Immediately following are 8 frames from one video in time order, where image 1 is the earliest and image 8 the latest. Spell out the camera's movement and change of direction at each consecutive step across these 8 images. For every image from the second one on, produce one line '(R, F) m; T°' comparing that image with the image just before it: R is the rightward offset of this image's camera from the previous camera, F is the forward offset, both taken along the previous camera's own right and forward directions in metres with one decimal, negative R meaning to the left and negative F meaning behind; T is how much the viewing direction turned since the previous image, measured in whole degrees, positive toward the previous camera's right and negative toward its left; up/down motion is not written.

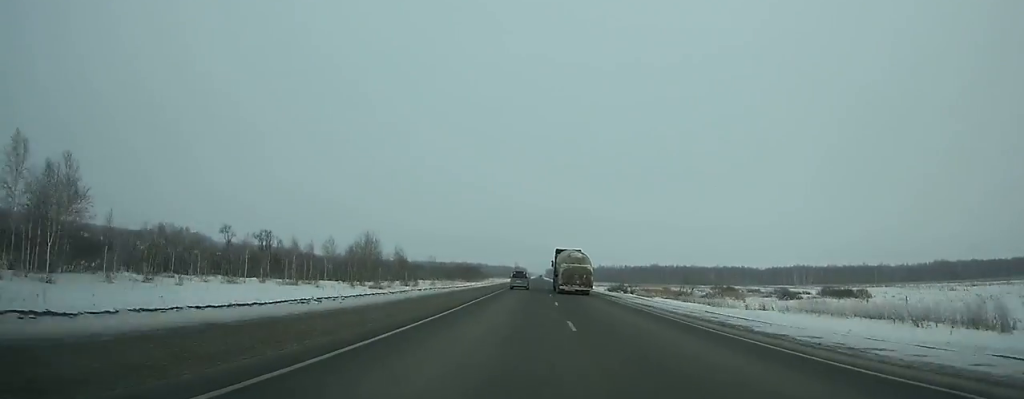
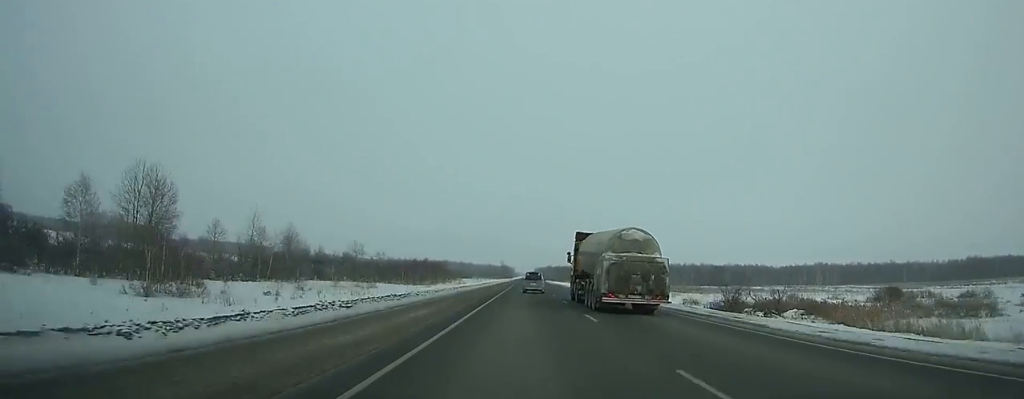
(+0.3, +80.9) m; 0°
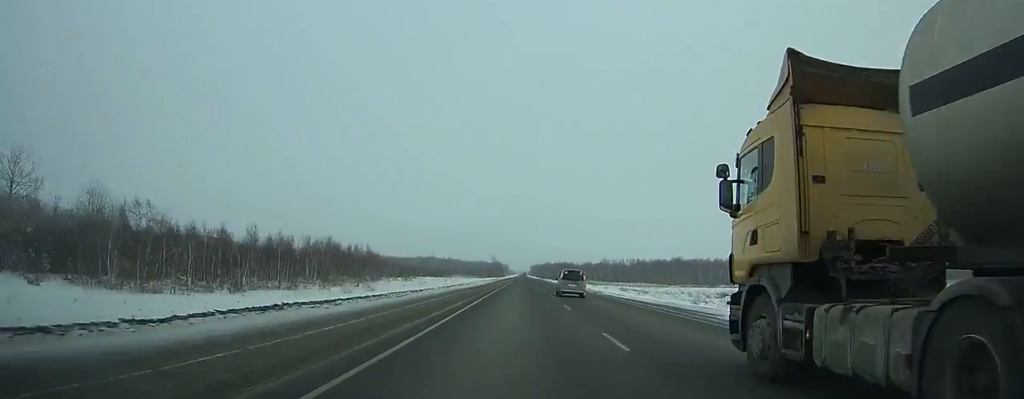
(+0.3, +93.5) m; 0°
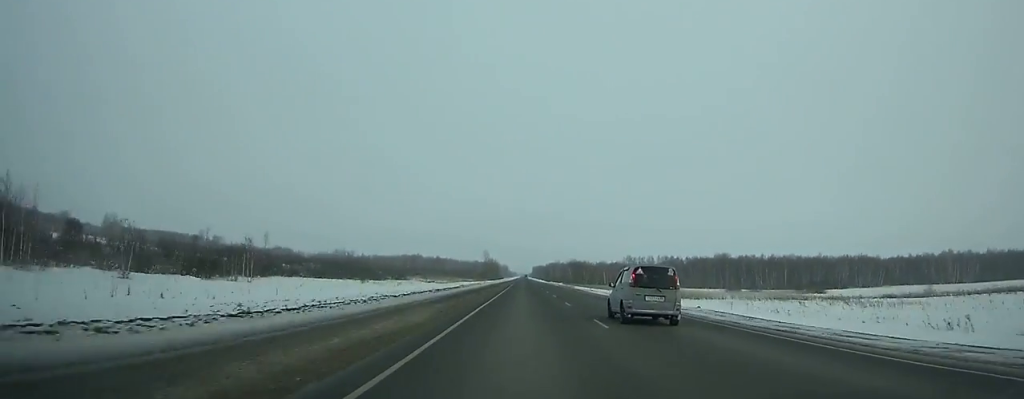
(-0.1, +116.0) m; 0°
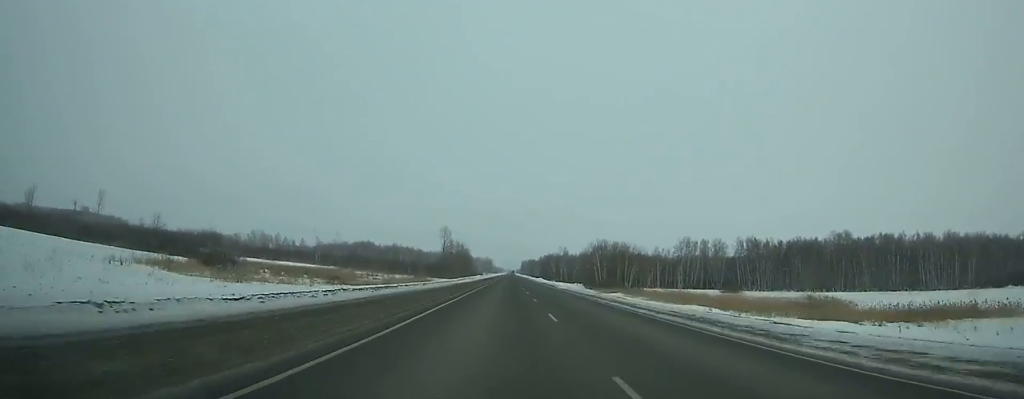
(+2.2, +163.7) m; +1°
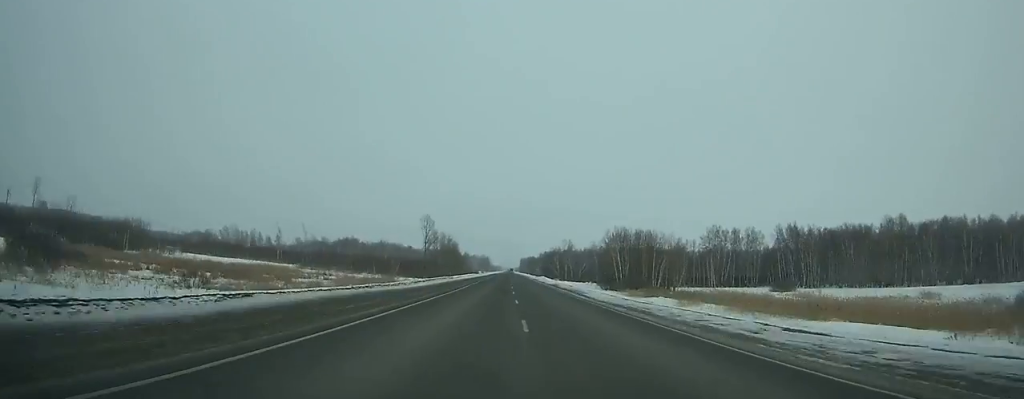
(+0.3, +38.4) m; 0°
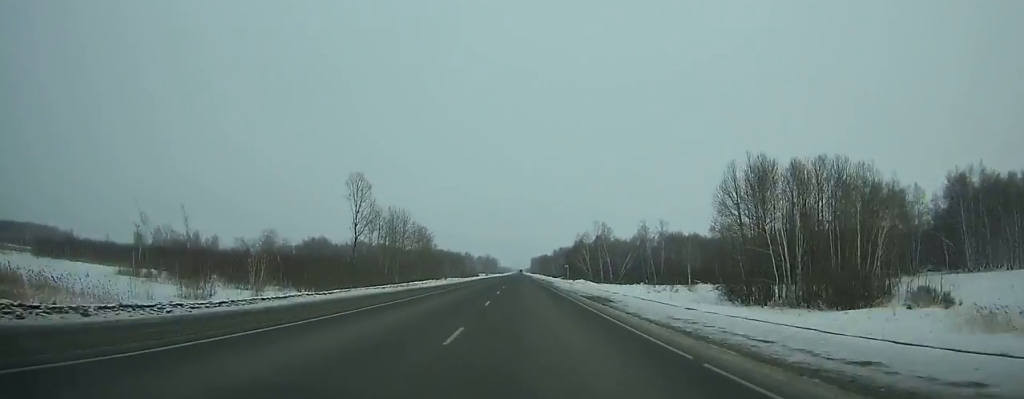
(-0.4, +84.1) m; 0°
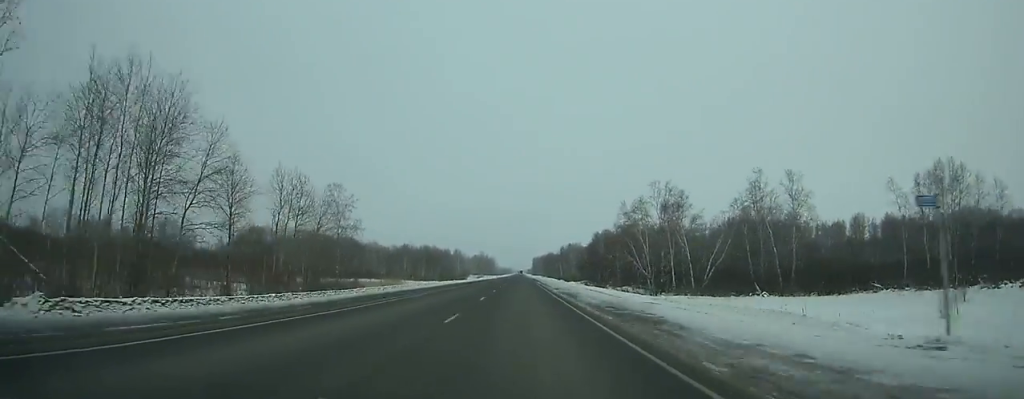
(-0.1, +75.3) m; 0°
